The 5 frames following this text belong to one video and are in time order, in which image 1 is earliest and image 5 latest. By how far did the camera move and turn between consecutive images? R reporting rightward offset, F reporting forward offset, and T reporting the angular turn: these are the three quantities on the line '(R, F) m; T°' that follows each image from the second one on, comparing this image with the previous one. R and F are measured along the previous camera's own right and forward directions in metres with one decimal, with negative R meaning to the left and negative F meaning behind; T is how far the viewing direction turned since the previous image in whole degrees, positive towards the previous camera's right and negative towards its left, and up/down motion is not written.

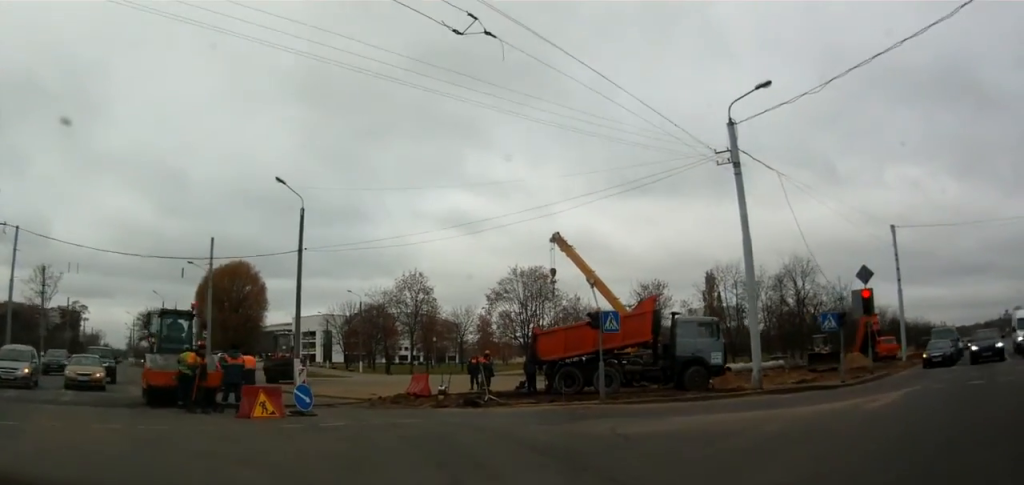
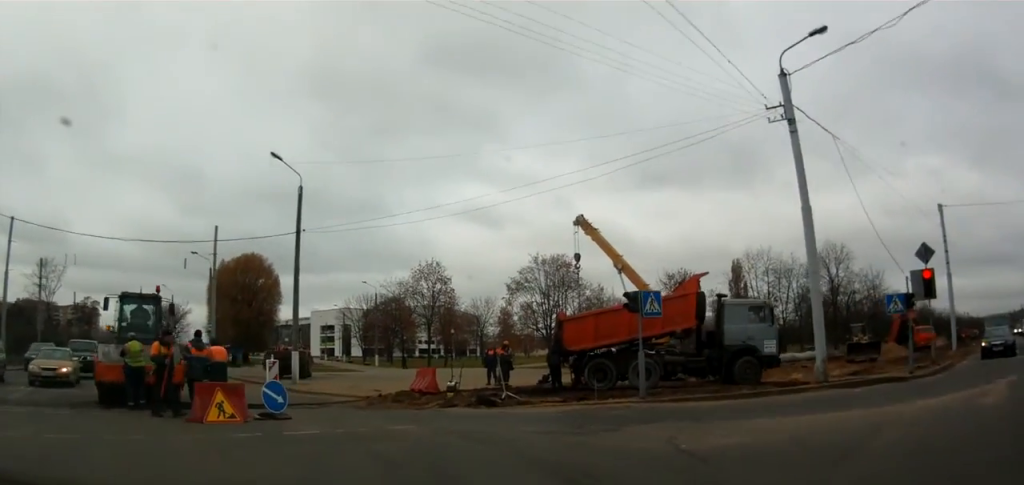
(0.0, +3.2) m; -1°
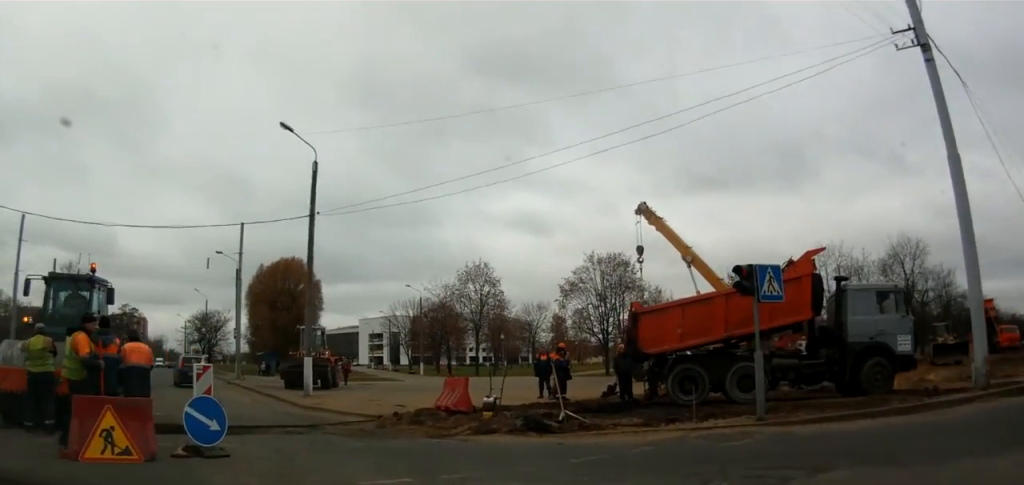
(-0.1, +5.6) m; 0°
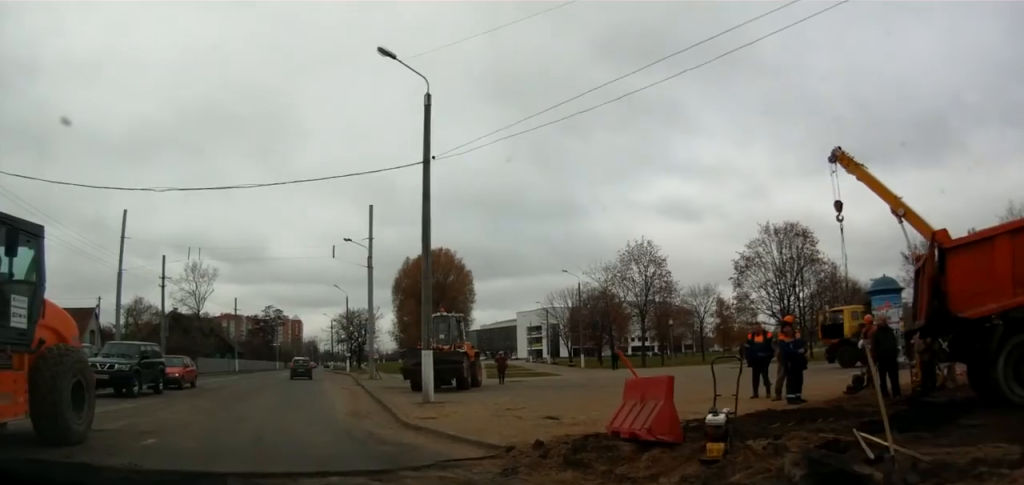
(-1.2, +8.9) m; -12°
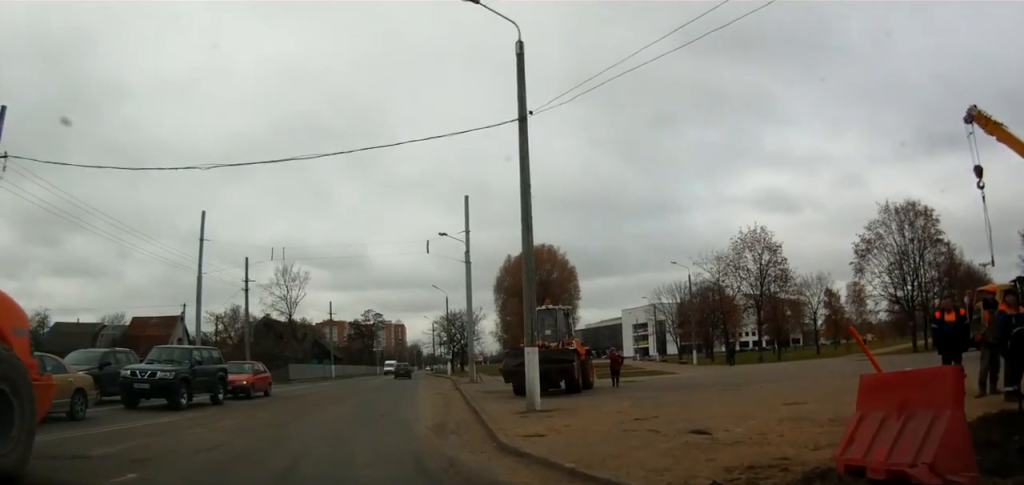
(0.0, +4.6) m; -23°
